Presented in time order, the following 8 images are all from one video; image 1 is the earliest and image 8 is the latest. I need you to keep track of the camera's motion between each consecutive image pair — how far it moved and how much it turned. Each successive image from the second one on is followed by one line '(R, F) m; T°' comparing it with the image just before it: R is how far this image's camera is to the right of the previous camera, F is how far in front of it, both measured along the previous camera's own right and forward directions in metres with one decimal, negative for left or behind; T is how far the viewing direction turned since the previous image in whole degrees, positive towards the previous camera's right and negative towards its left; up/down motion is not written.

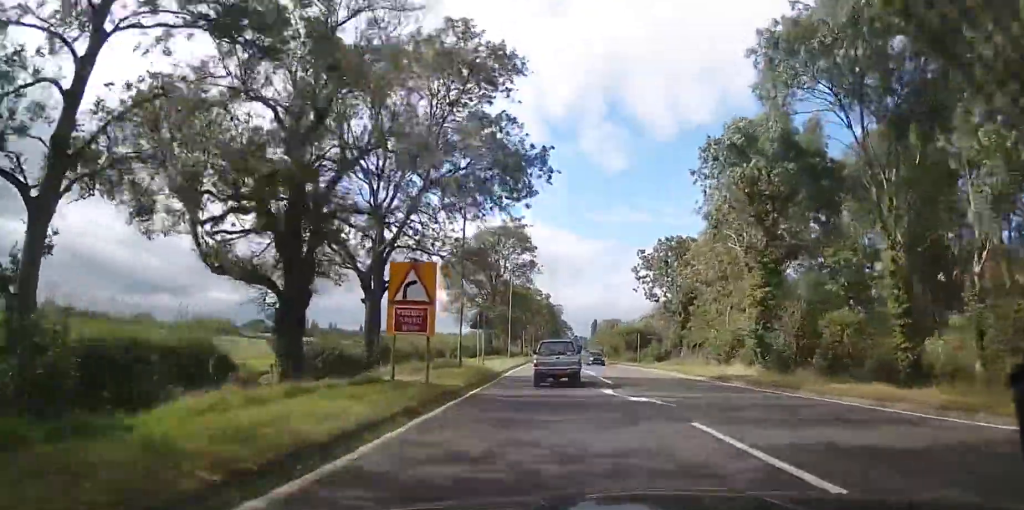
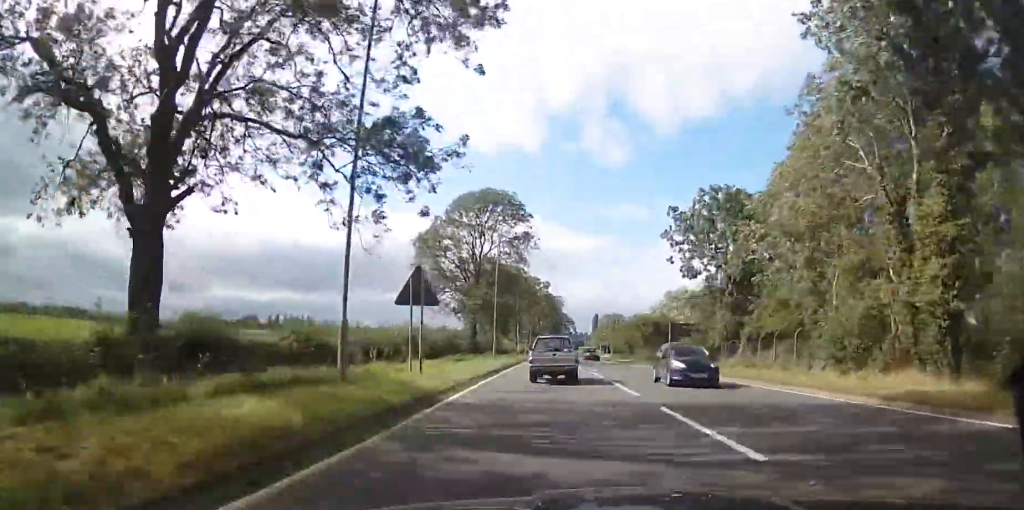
(0.0, +16.4) m; 0°
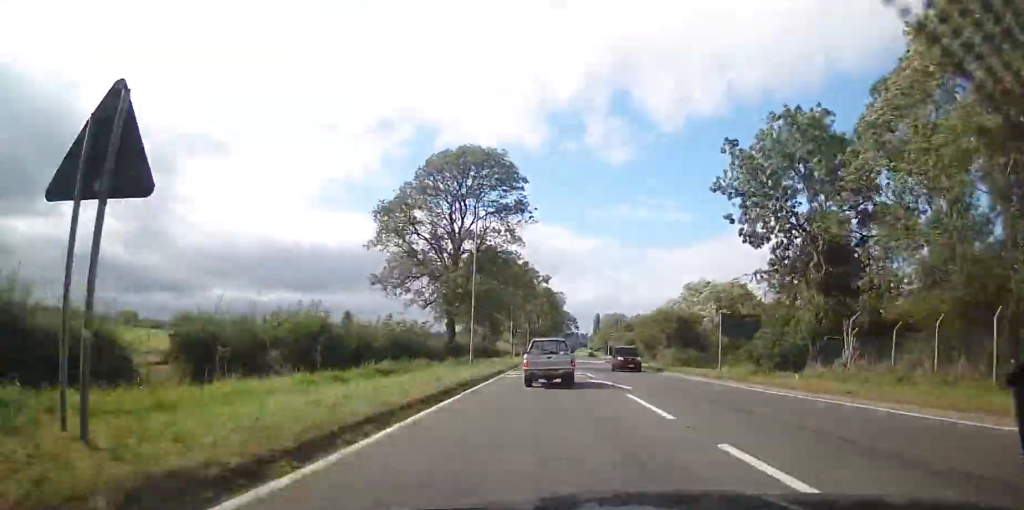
(0.0, +13.7) m; 0°
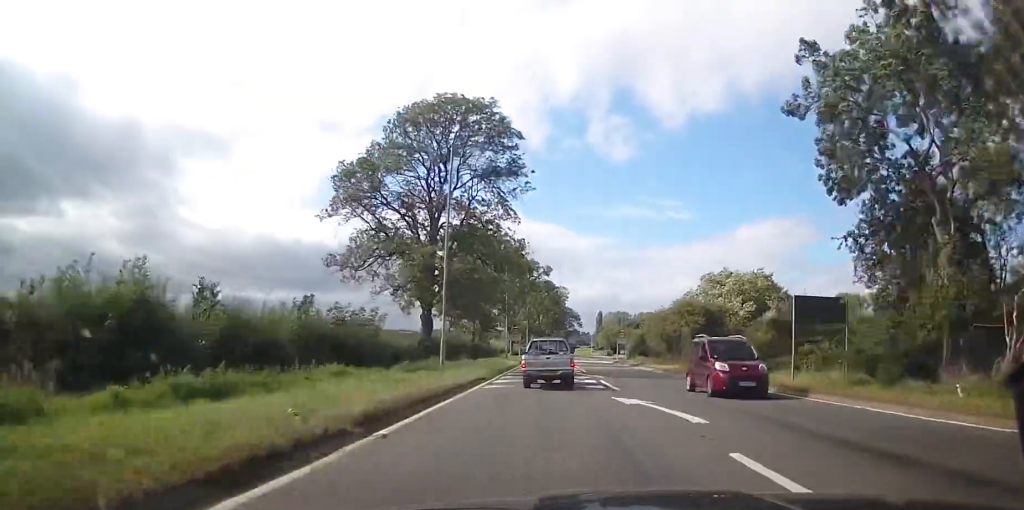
(0.0, +9.7) m; 0°
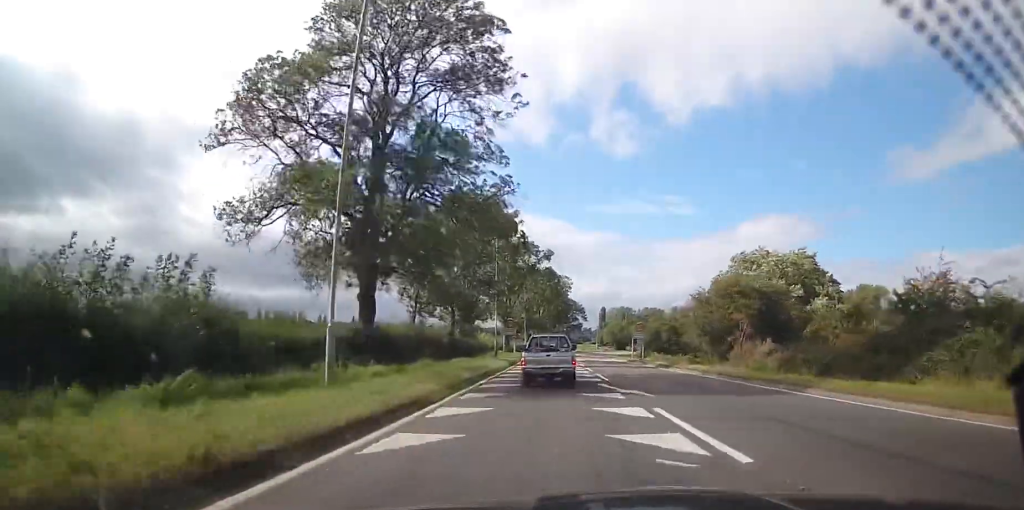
(0.0, +13.0) m; 0°
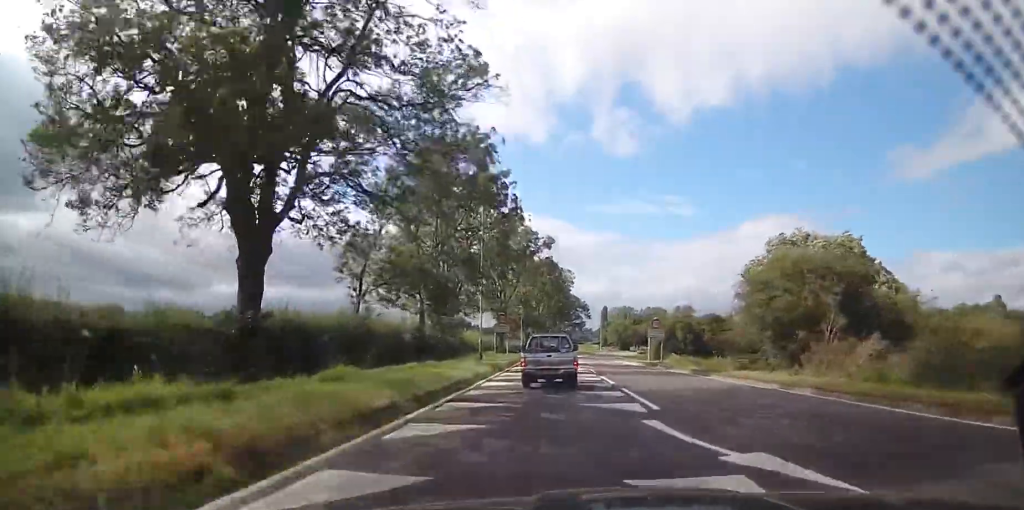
(0.0, +10.5) m; 0°
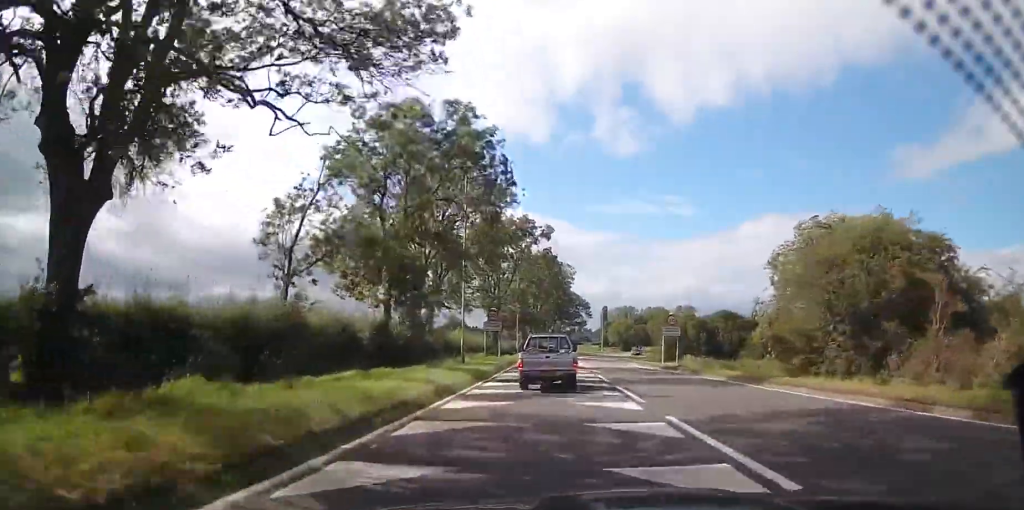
(0.0, +7.0) m; 0°
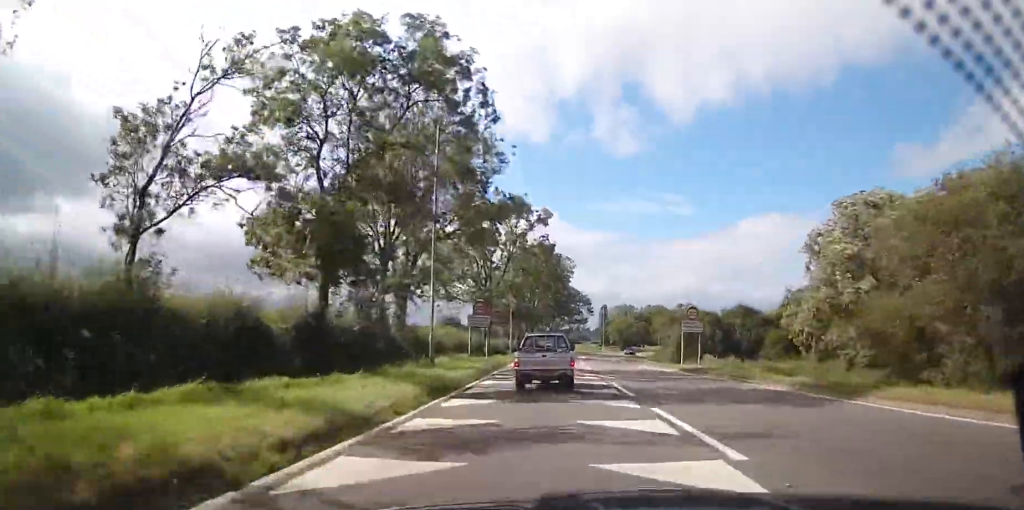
(0.0, +7.4) m; -1°
